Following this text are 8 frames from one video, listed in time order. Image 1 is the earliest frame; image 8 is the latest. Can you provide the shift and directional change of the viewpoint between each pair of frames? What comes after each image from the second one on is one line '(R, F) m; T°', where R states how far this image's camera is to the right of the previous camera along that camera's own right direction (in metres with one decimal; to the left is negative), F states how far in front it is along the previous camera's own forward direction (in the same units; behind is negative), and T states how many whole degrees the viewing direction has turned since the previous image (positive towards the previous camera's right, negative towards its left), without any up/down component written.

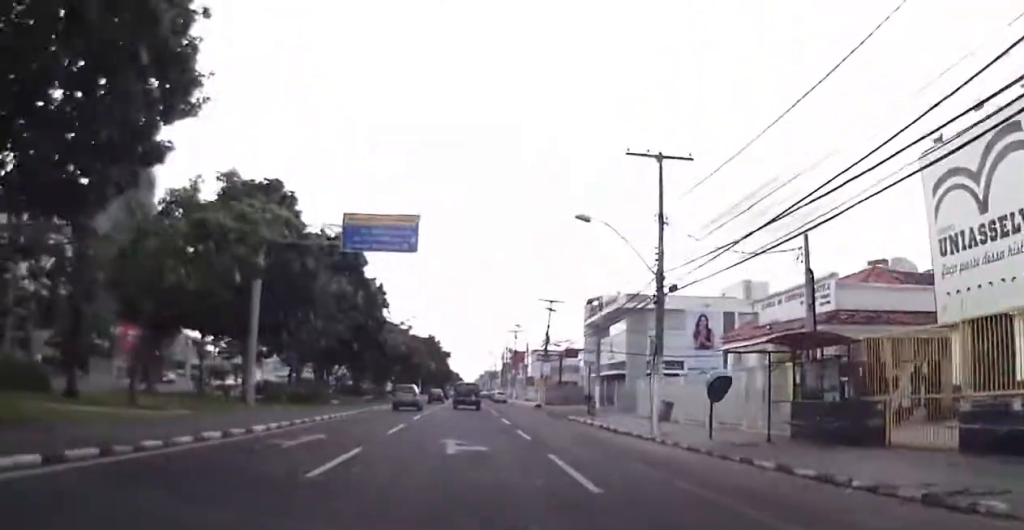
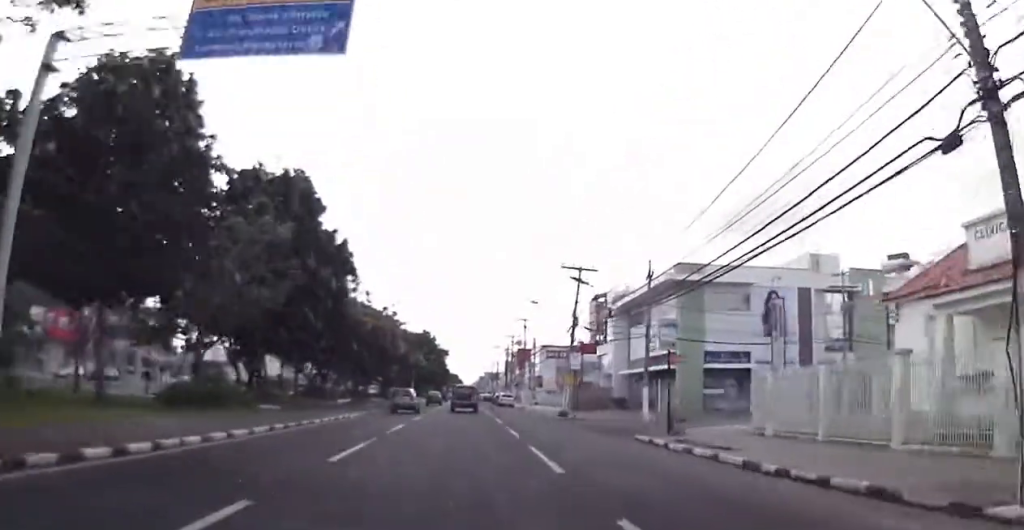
(-0.4, +16.3) m; +1°
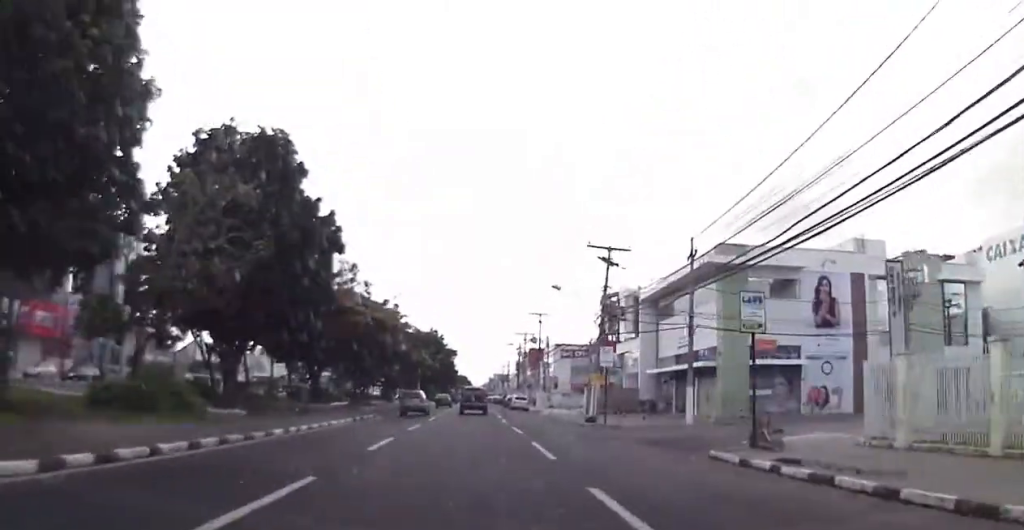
(+0.2, +6.5) m; 0°
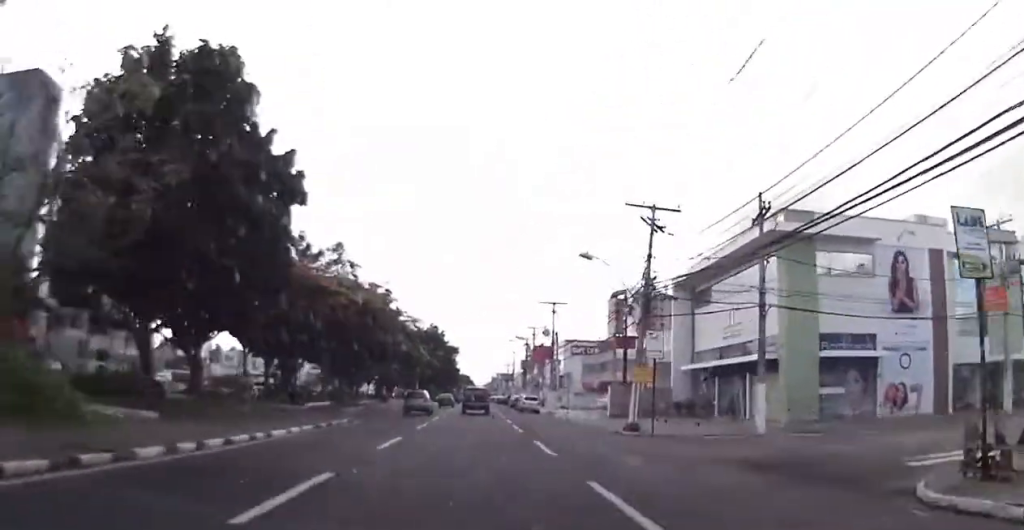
(+0.2, +8.4) m; -1°
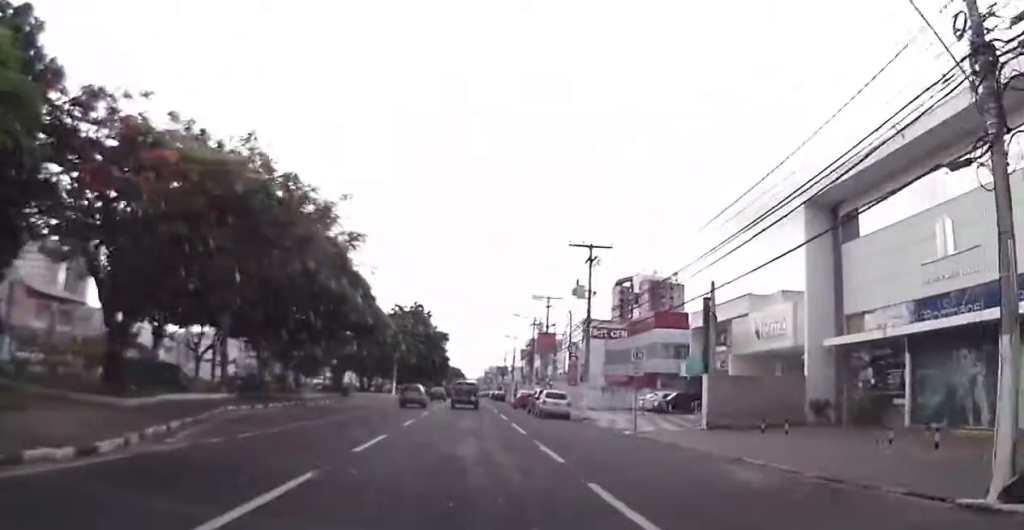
(-0.8, +20.5) m; 0°
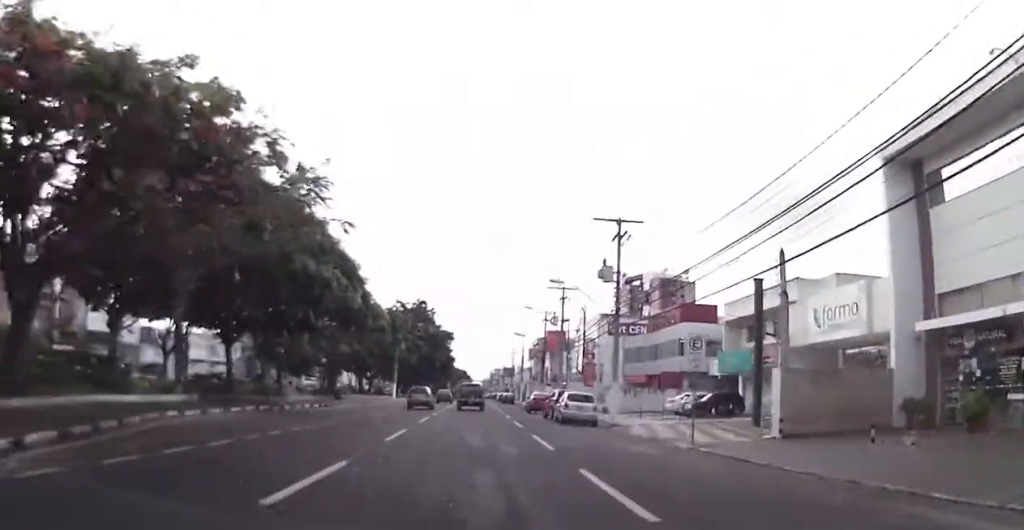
(+0.2, +5.9) m; 0°
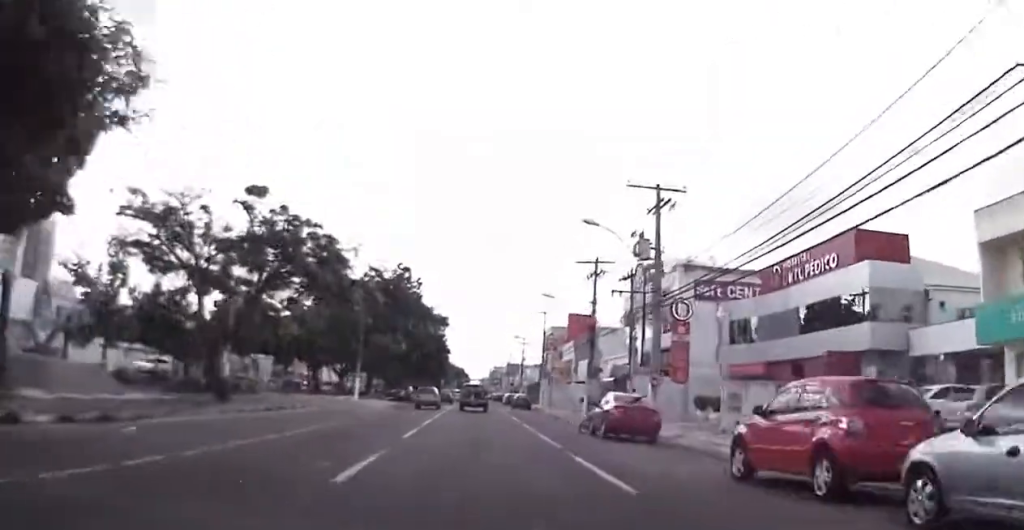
(-0.6, +26.3) m; -3°
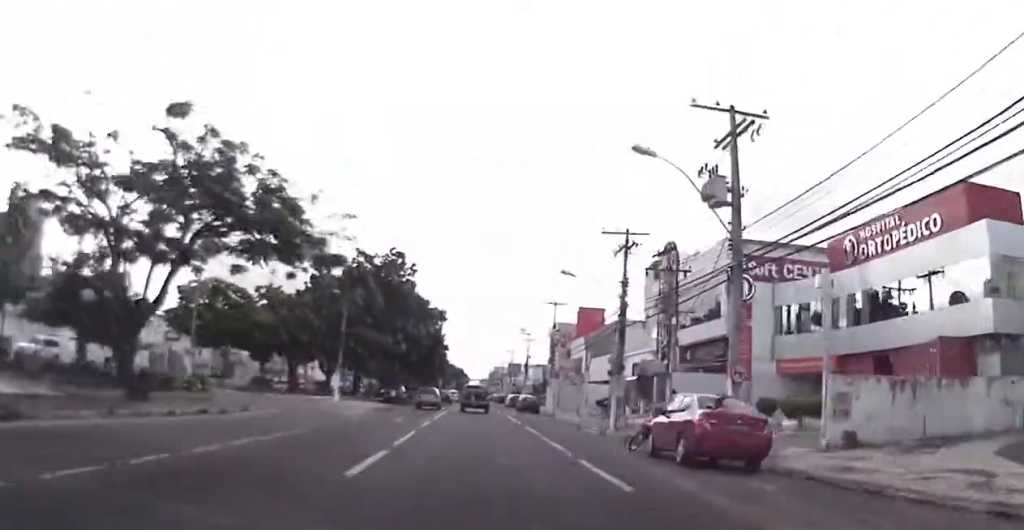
(0.0, +8.0) m; +1°
